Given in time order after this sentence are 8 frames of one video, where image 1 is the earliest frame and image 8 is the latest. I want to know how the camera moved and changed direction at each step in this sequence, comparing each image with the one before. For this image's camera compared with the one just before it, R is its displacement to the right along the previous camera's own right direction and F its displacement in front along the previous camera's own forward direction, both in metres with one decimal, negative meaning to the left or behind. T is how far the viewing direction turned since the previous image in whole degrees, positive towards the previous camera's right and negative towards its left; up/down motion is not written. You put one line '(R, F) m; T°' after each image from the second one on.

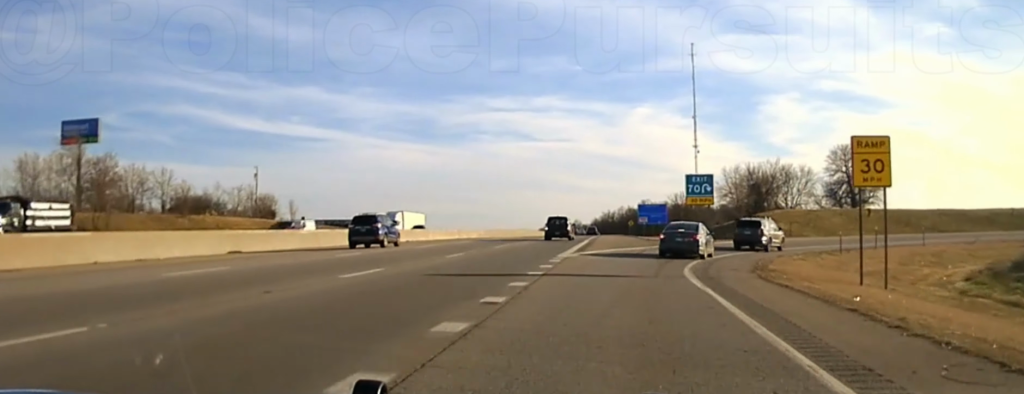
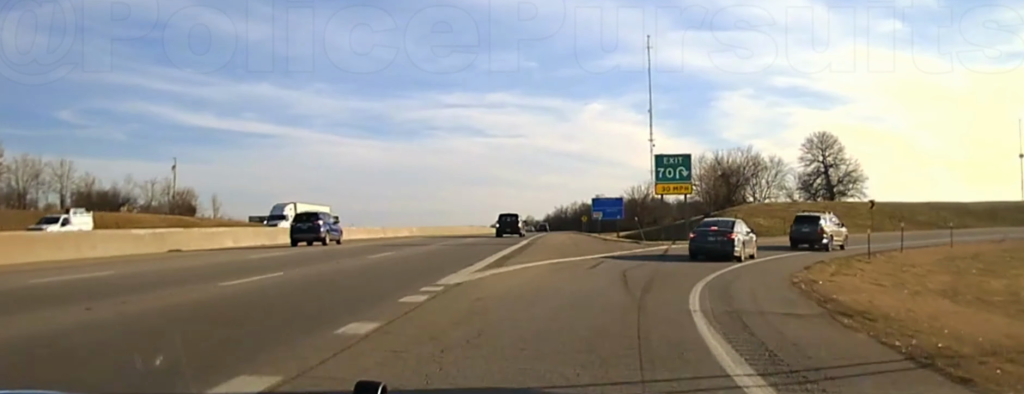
(-1.1, +18.3) m; -1°
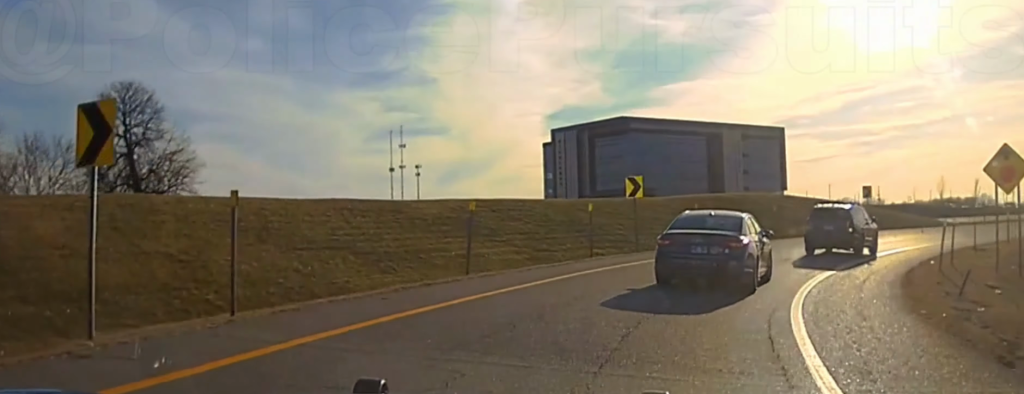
(+12.7, +79.2) m; +35°
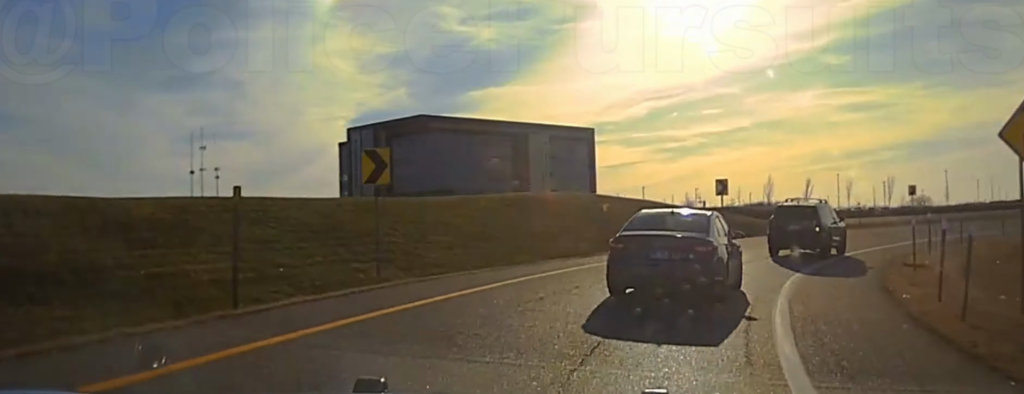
(+2.8, +15.4) m; +15°
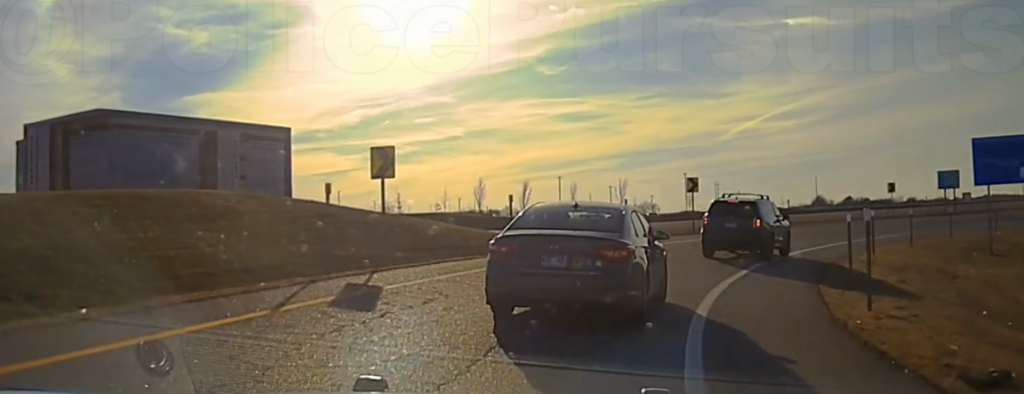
(+1.5, +18.5) m; +17°
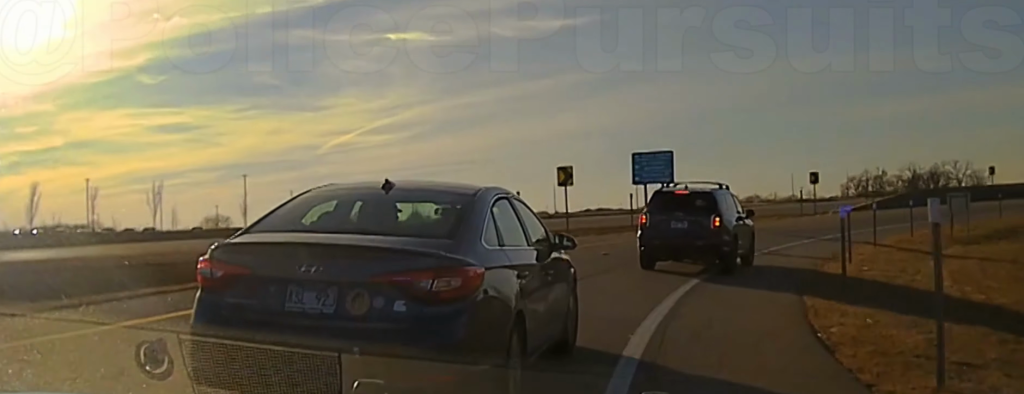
(+6.9, +24.0) m; +23°
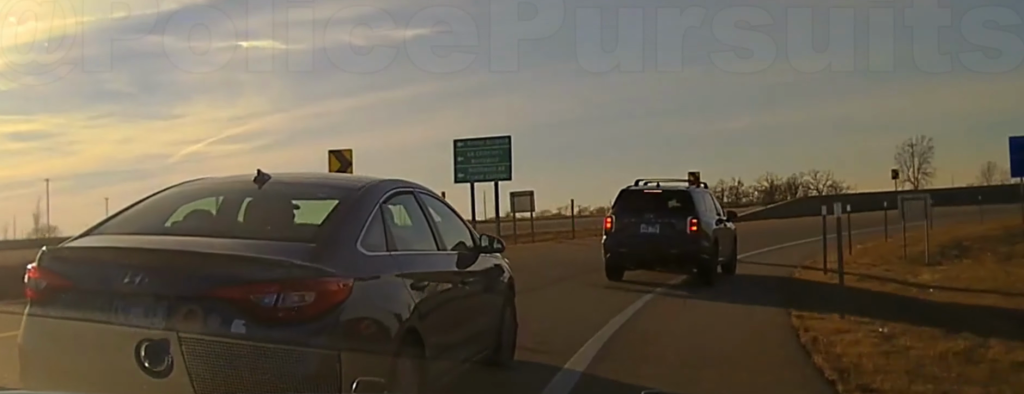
(+0.5, +9.3) m; +8°
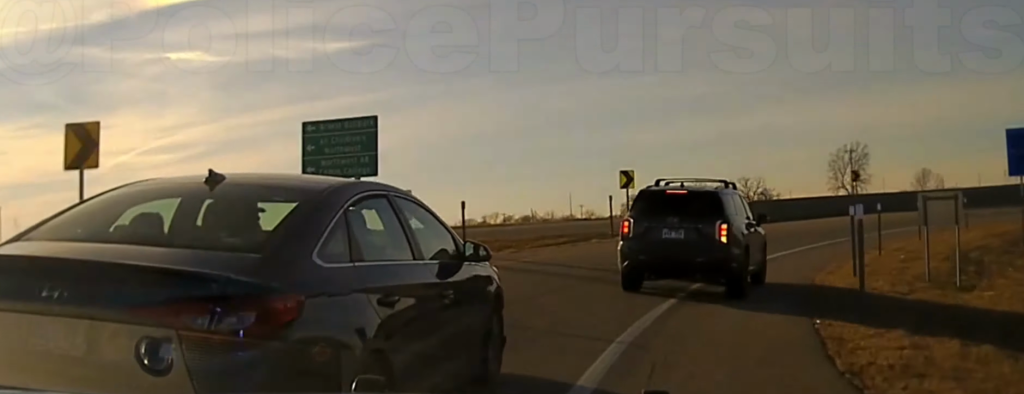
(+0.1, +6.9) m; +7°
